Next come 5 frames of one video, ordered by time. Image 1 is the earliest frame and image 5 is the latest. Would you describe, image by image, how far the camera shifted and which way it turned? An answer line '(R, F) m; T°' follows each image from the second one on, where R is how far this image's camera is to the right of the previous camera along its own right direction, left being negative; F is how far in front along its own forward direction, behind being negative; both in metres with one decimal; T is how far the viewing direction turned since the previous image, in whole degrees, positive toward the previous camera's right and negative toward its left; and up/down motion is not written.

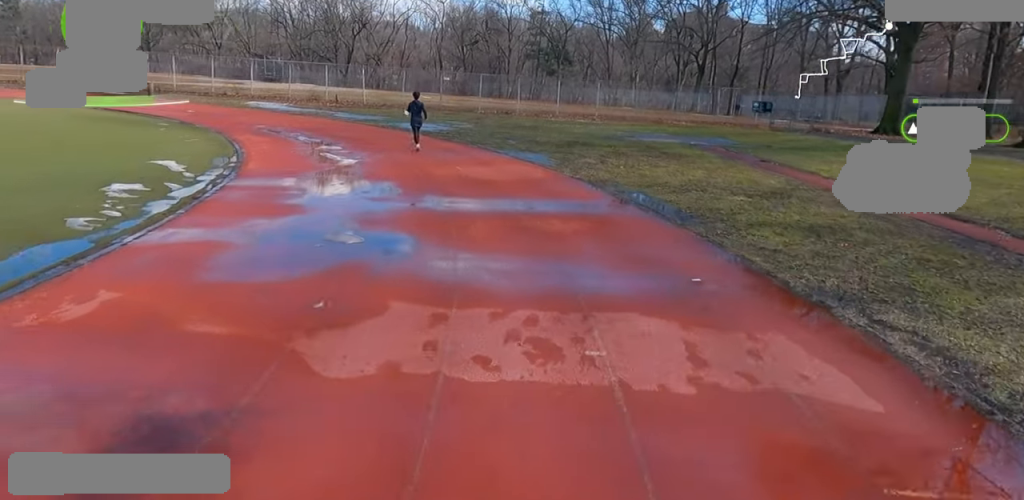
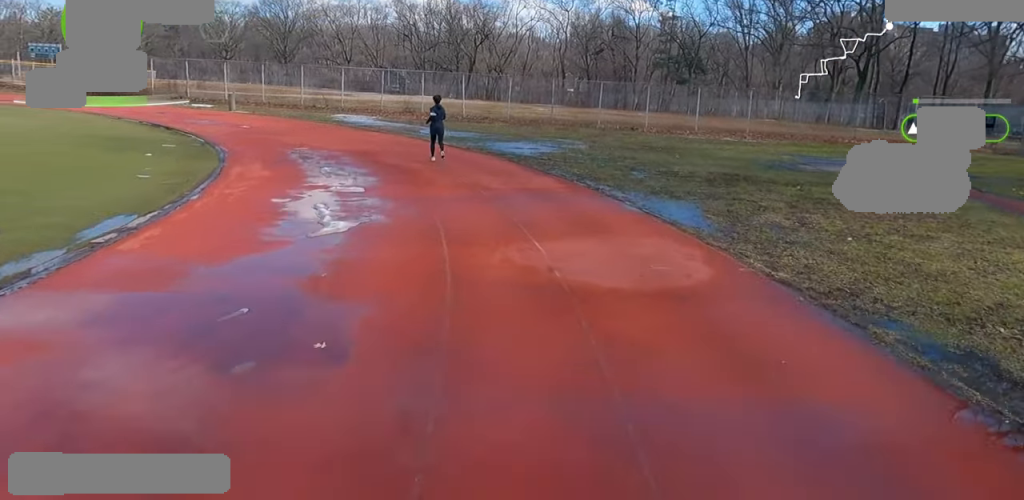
(-0.9, +7.0) m; -13°
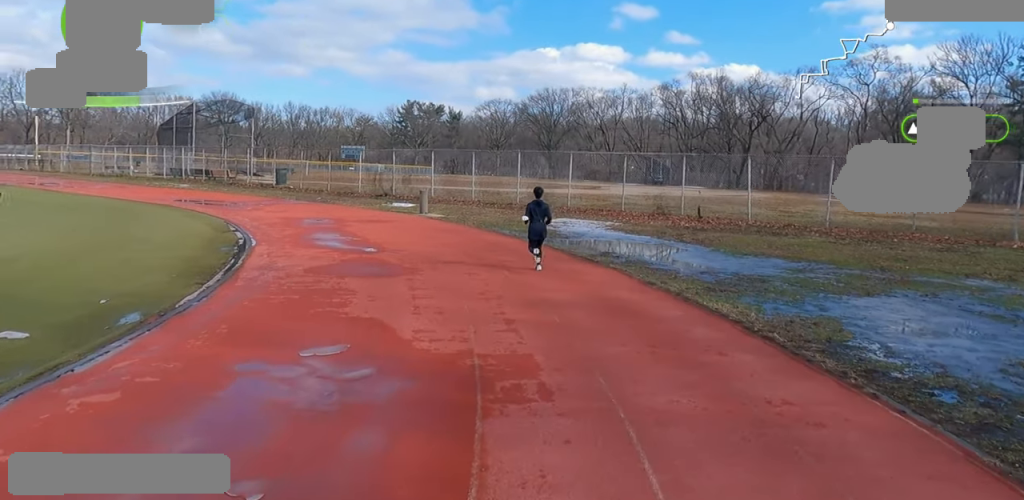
(-2.4, +10.9) m; -24°
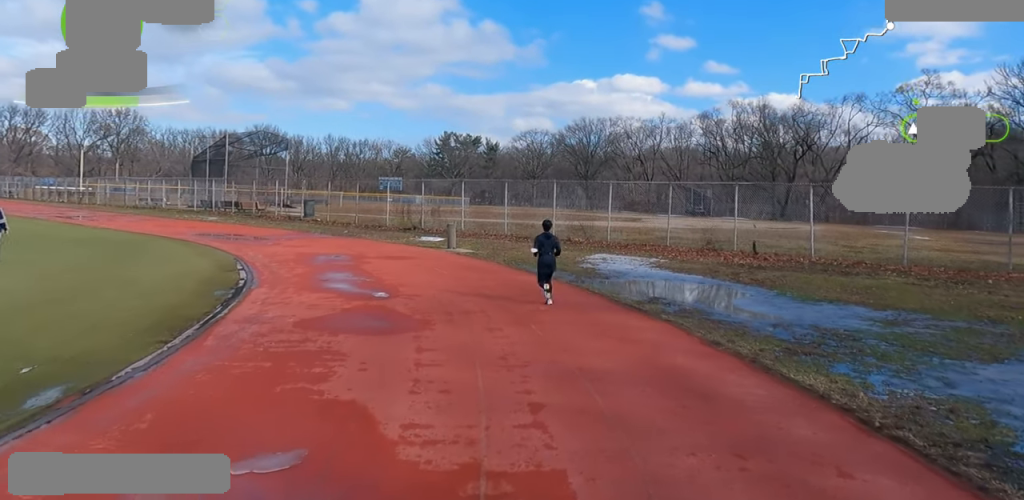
(-0.1, +2.0) m; -3°
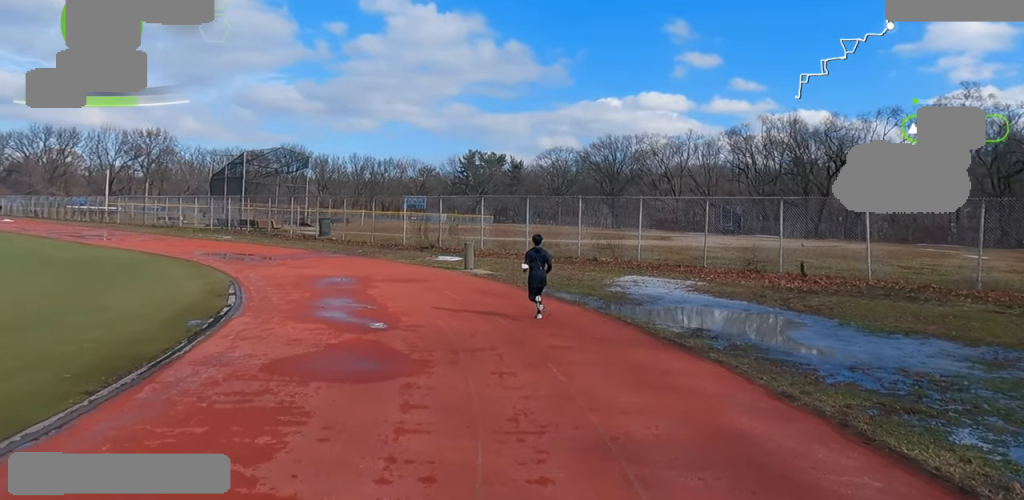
(0.0, +1.9) m; -2°
